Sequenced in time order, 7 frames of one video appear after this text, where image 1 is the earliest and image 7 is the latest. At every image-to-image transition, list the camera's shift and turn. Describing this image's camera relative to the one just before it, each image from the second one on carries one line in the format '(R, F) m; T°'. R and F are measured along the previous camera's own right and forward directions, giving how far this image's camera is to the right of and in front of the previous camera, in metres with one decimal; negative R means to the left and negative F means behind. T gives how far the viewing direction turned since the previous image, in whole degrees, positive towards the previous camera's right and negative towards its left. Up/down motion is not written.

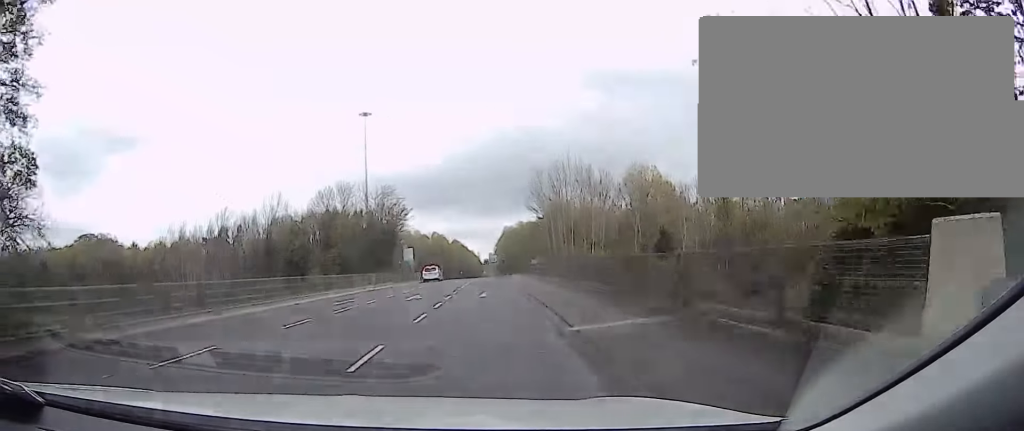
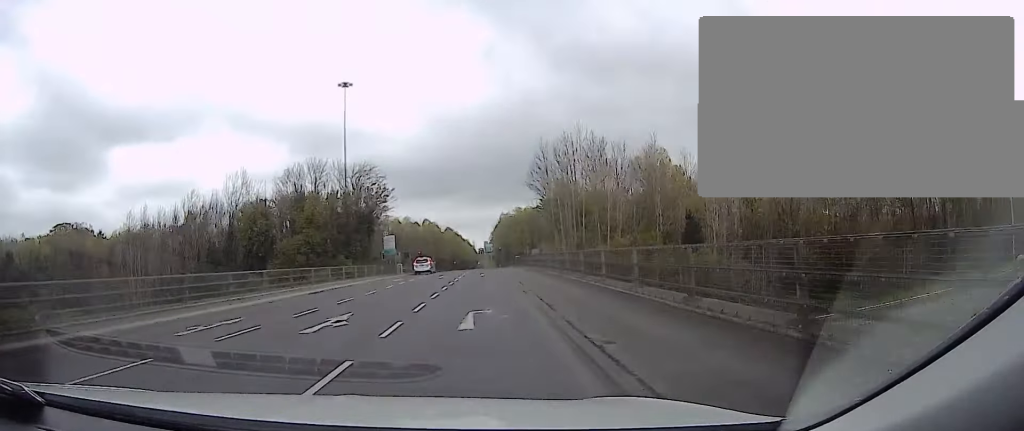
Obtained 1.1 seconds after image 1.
(+0.8, +8.9) m; +6°
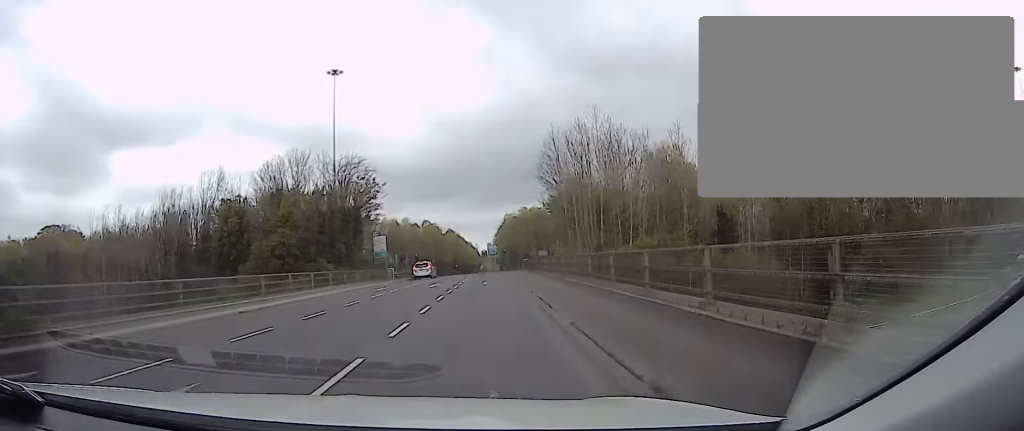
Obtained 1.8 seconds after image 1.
(0.0, +6.4) m; 0°
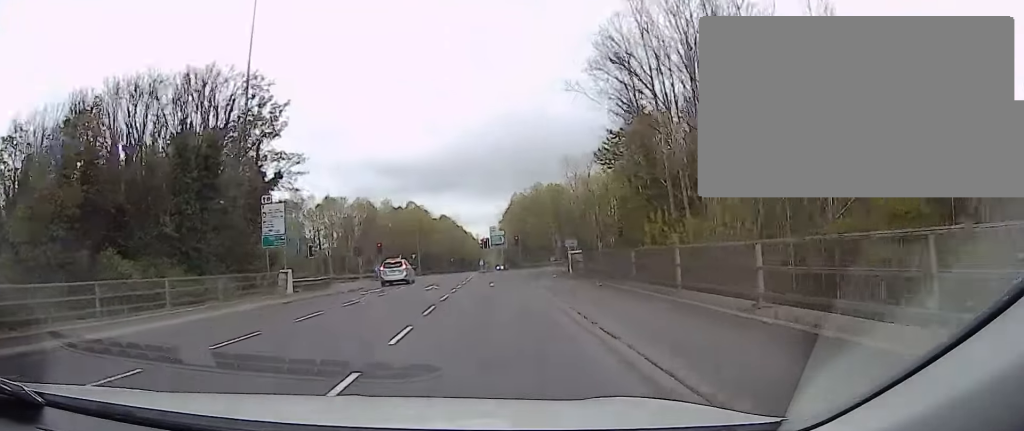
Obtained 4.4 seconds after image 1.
(0.0, +27.1) m; 0°
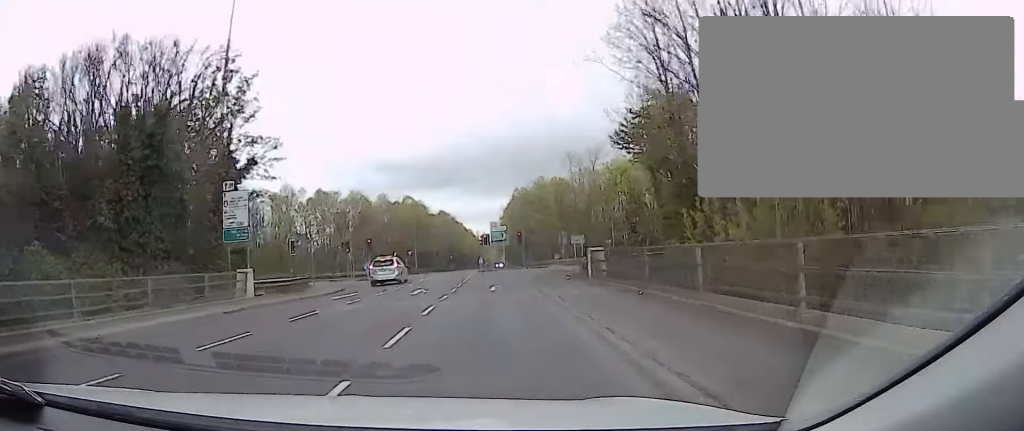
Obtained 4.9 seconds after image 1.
(0.0, +5.0) m; 0°
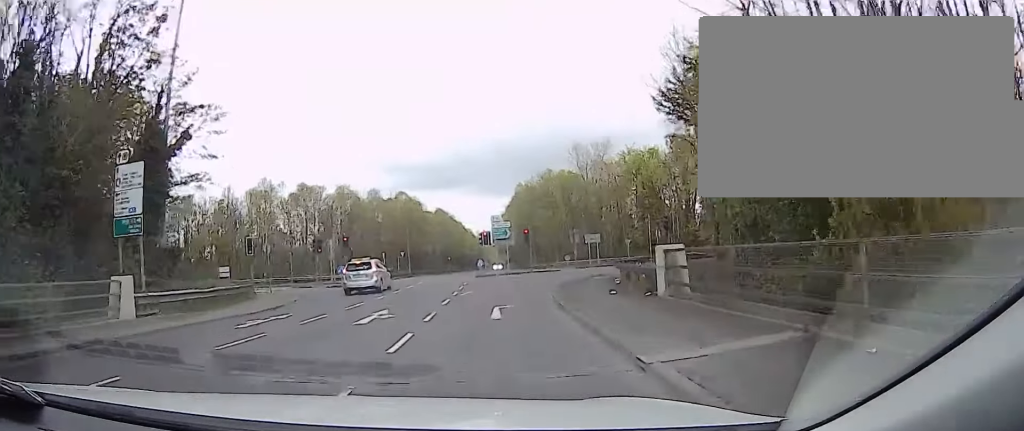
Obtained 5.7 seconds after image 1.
(0.0, +9.4) m; 0°
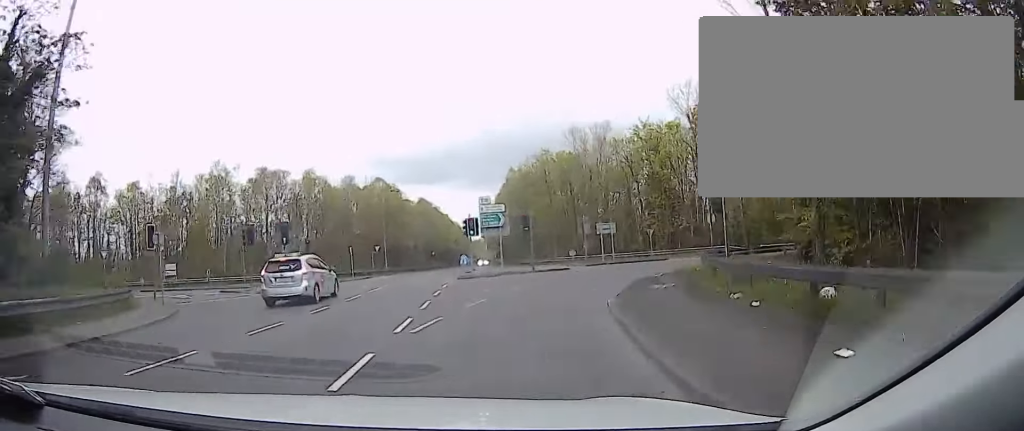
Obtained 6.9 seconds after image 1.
(0.0, +11.9) m; 0°
